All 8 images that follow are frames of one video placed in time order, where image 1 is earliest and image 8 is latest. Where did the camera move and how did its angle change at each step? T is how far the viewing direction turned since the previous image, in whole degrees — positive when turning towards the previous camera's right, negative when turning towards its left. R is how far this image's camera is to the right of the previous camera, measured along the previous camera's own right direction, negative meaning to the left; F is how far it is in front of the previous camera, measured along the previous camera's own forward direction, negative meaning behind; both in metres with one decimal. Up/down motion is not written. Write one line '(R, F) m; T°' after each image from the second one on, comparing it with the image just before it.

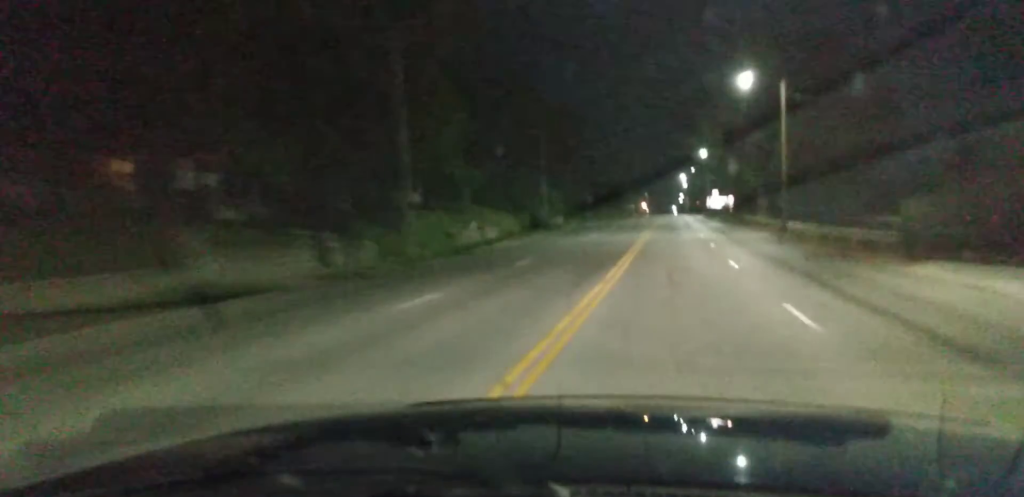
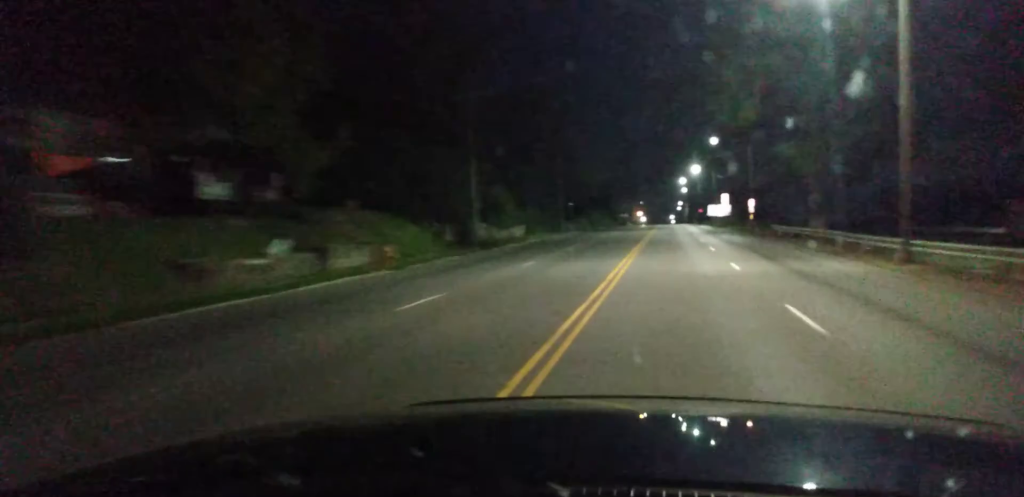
(-0.4, +24.0) m; 0°
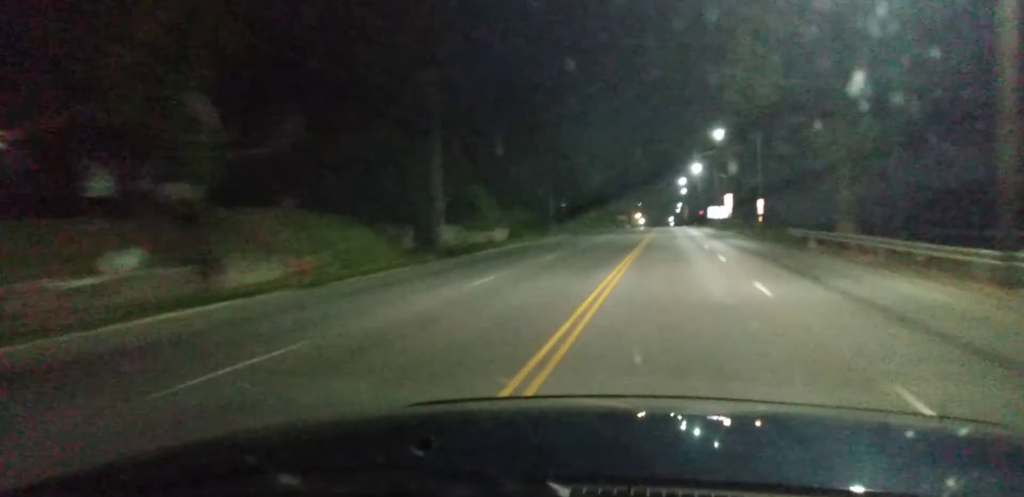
(+0.2, +8.3) m; +1°
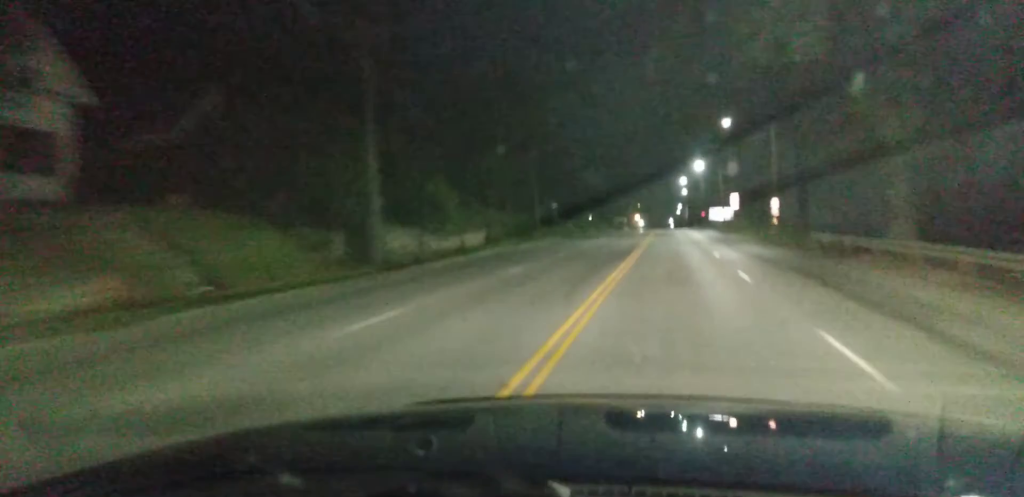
(+0.1, +7.4) m; +1°
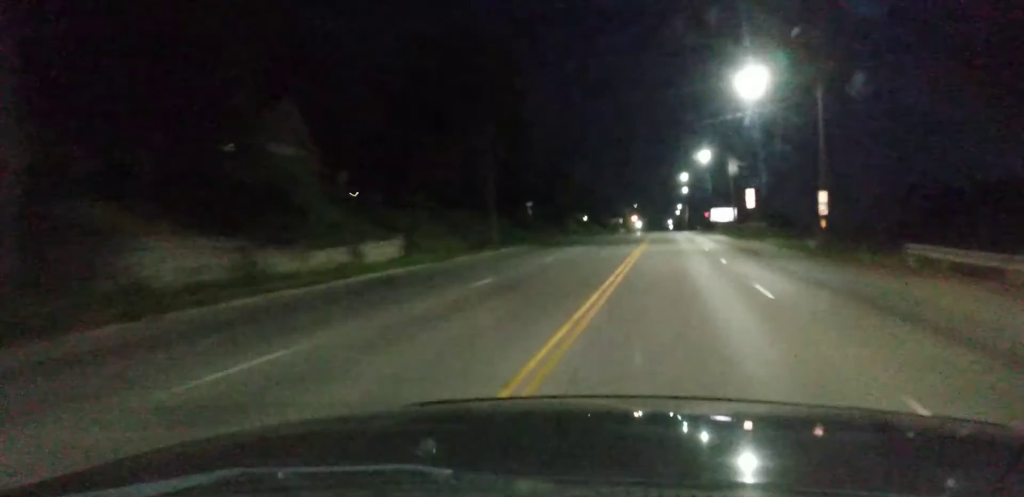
(-0.1, +16.5) m; 0°
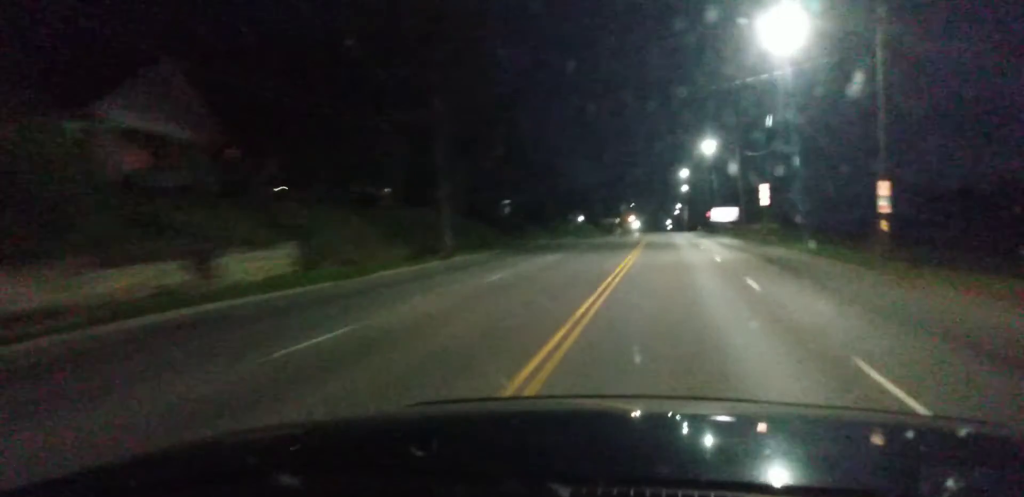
(0.0, +10.0) m; +1°
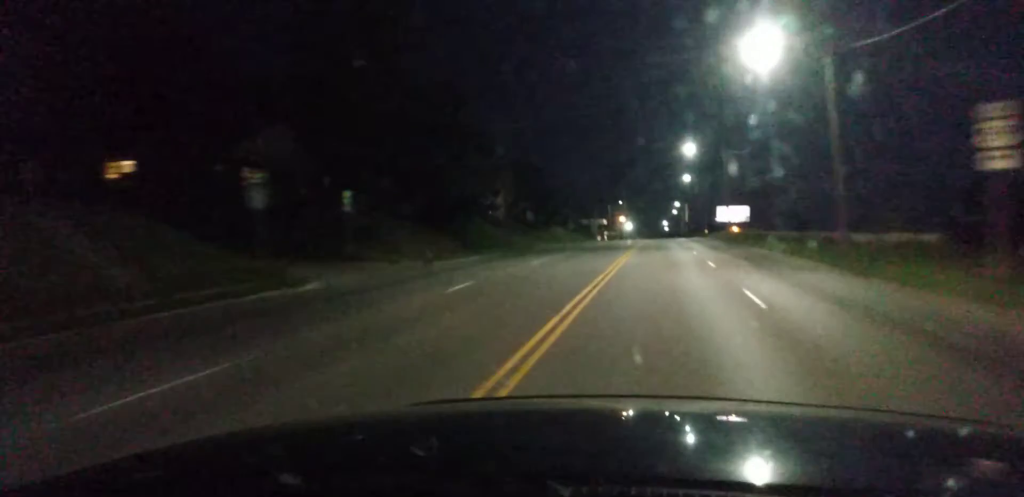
(+0.6, +39.7) m; 0°
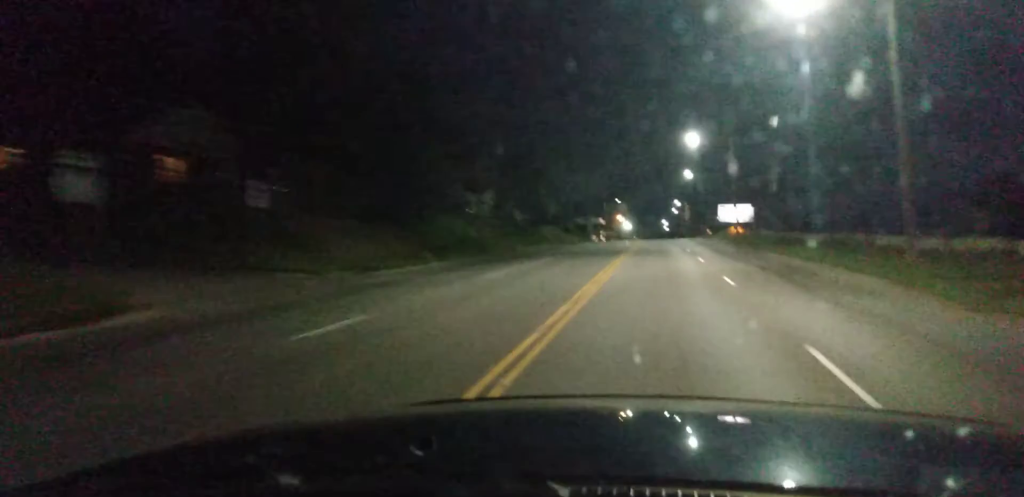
(-0.1, +9.0) m; 0°
